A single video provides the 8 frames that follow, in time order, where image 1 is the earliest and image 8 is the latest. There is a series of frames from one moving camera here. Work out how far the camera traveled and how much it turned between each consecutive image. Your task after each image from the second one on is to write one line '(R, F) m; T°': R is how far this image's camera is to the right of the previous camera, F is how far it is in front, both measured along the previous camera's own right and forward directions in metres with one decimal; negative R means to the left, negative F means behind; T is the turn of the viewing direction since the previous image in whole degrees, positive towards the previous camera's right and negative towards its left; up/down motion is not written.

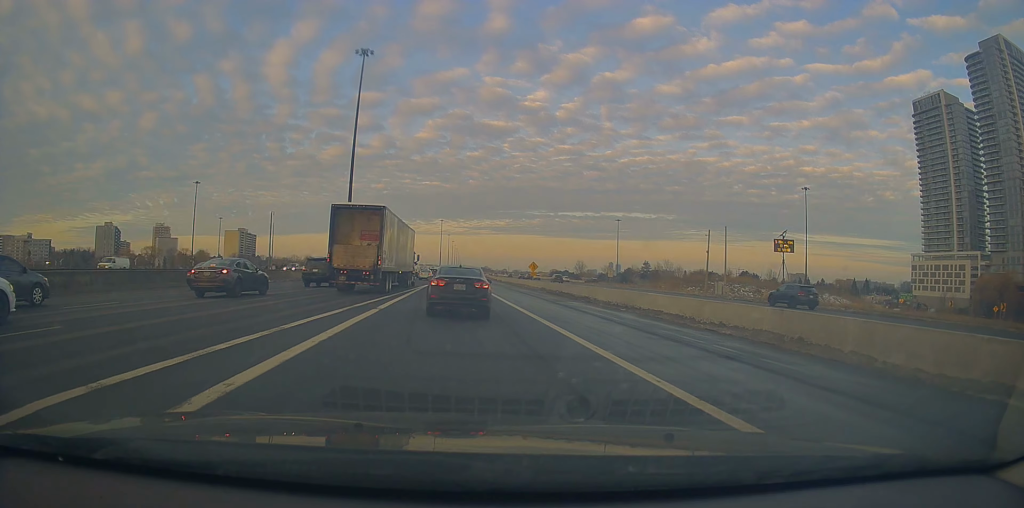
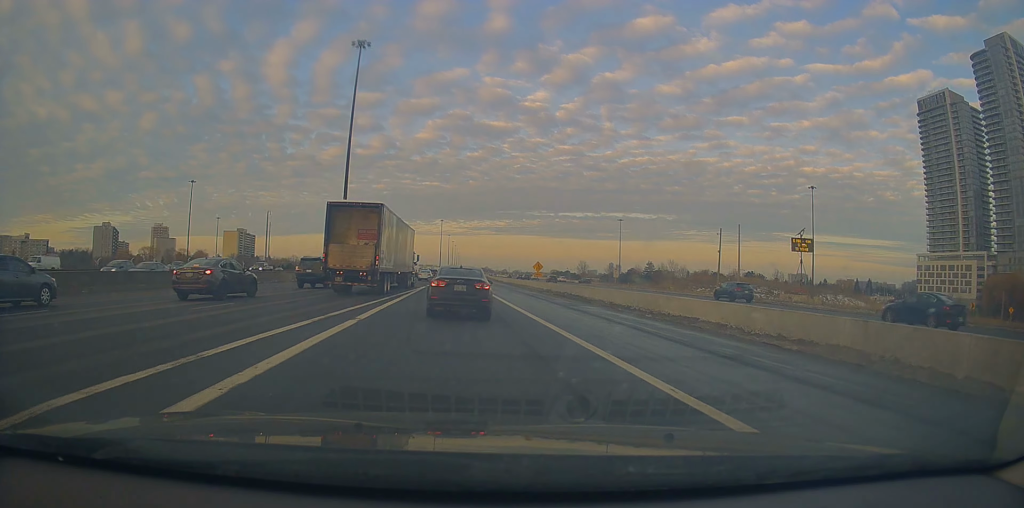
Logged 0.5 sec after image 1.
(+0.2, +3.7) m; 0°
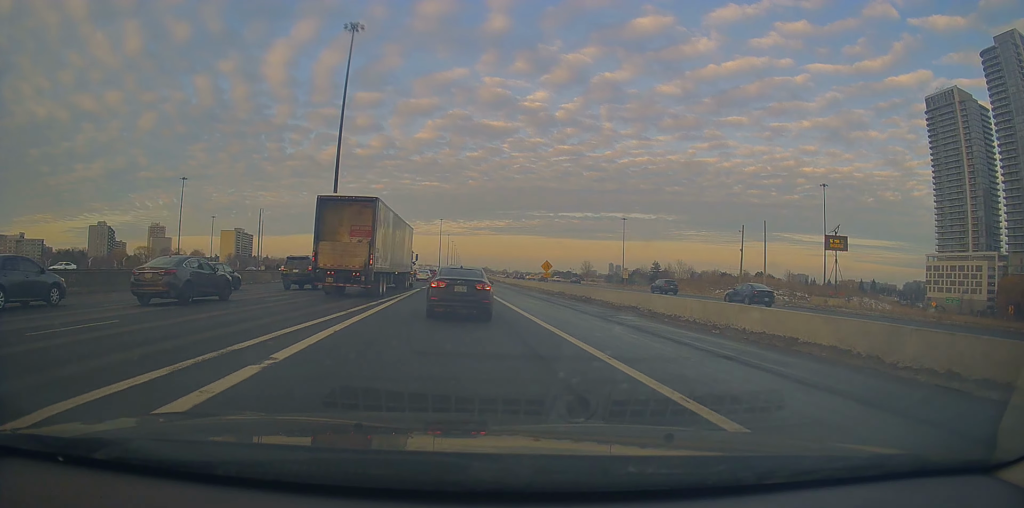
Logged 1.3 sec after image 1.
(-0.4, +6.6) m; 0°
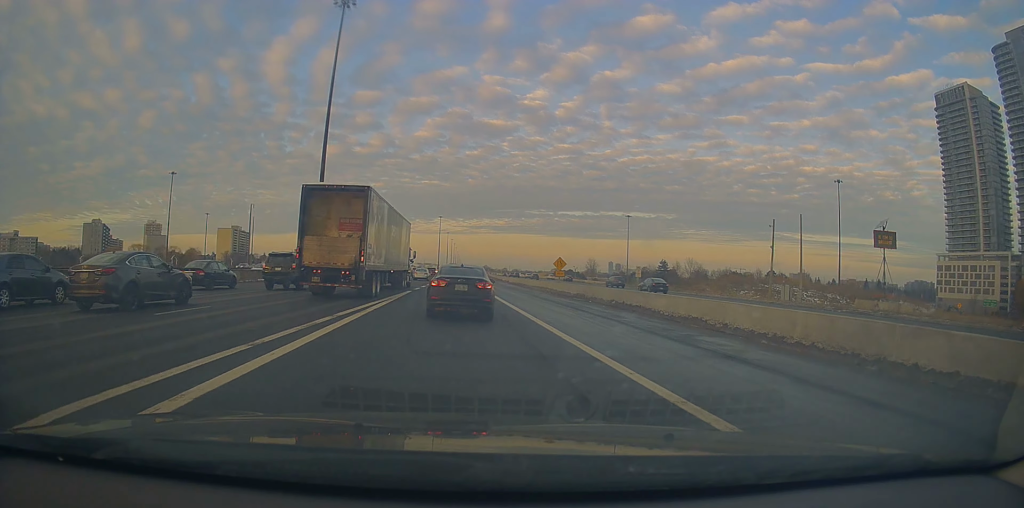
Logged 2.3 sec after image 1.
(+0.3, +7.6) m; +2°
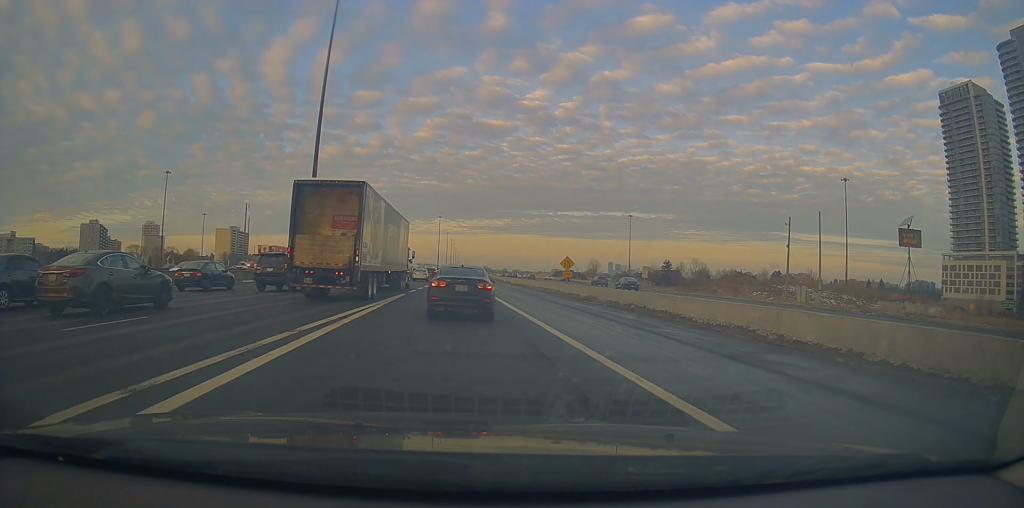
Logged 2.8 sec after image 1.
(0.0, +3.5) m; +1°
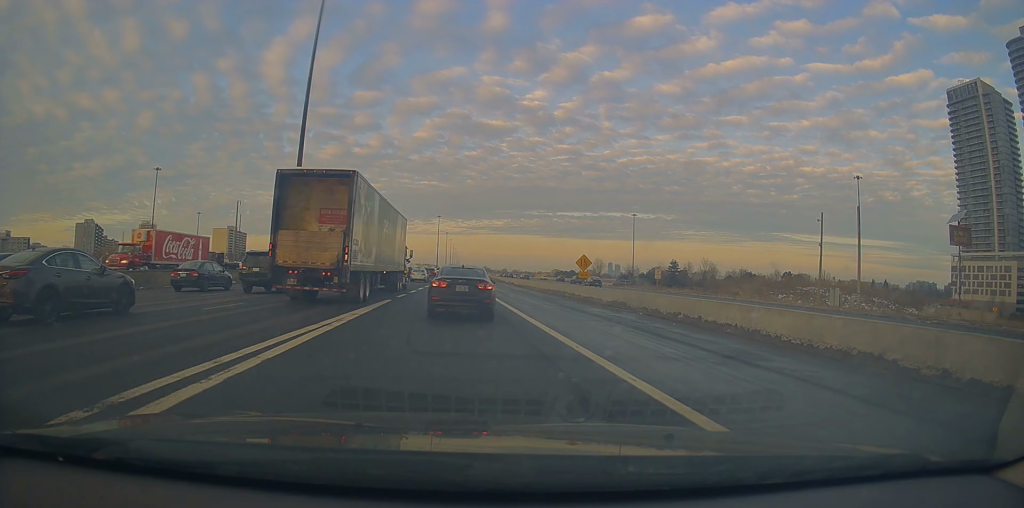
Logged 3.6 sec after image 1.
(-0.1, +6.3) m; 0°
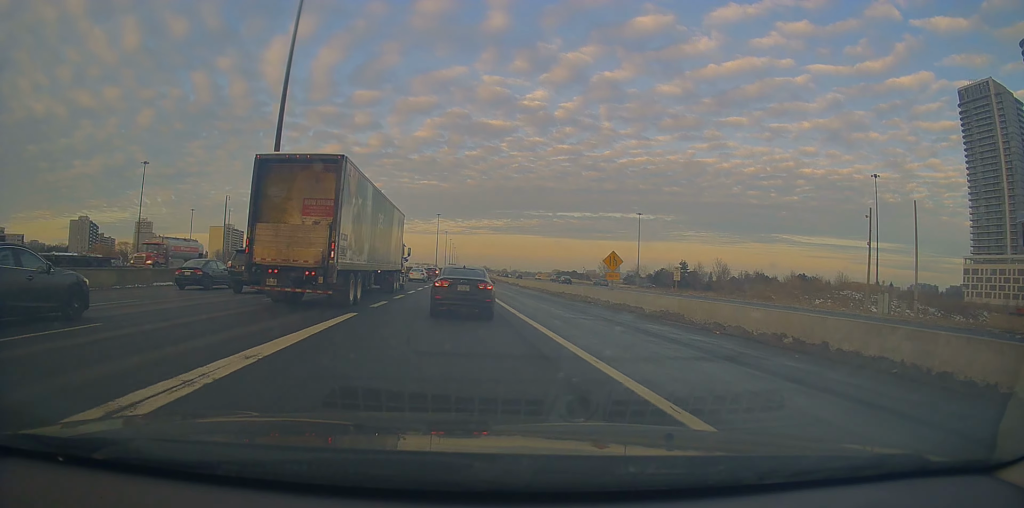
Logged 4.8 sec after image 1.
(+0.1, +8.0) m; 0°
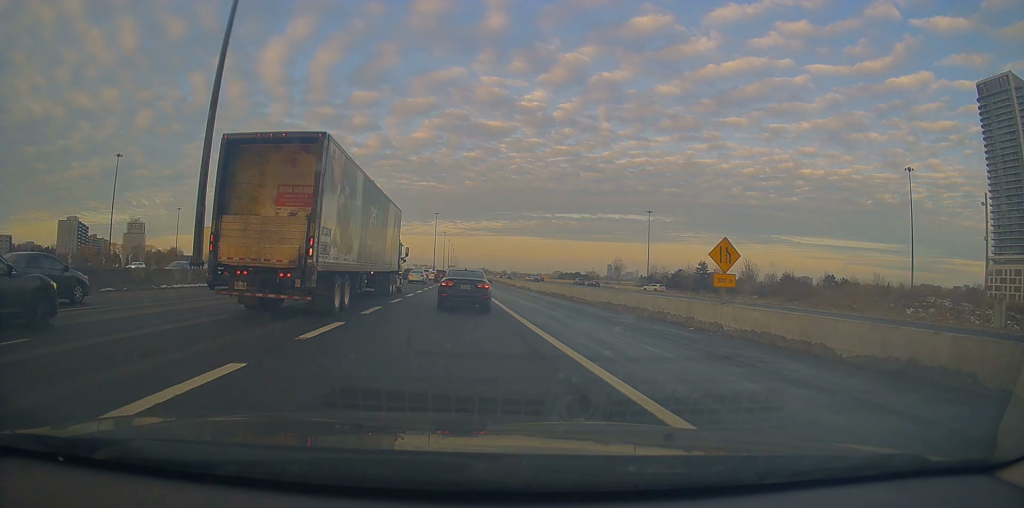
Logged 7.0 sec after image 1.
(-0.4, +14.4) m; -1°
